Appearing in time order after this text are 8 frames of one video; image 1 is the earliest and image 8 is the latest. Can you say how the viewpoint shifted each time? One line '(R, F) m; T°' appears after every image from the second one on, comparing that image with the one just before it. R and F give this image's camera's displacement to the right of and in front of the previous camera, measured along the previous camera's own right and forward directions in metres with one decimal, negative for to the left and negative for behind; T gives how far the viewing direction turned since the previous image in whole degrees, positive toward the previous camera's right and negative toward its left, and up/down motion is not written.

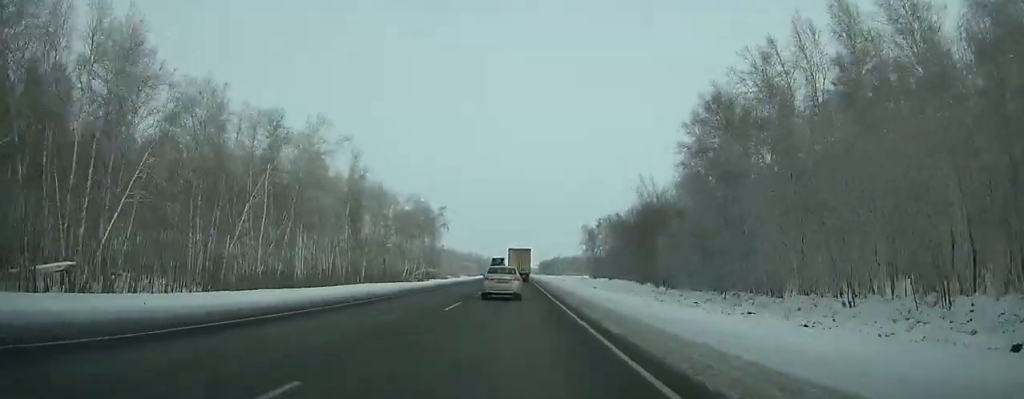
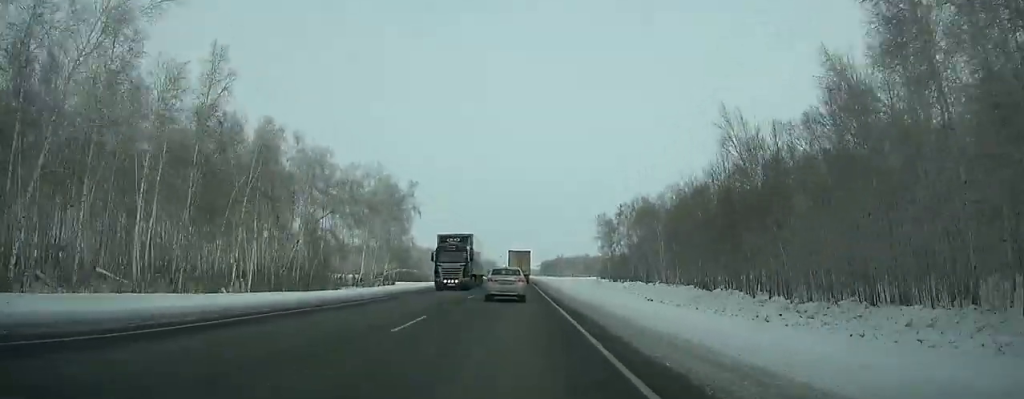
(0.0, +37.4) m; 0°
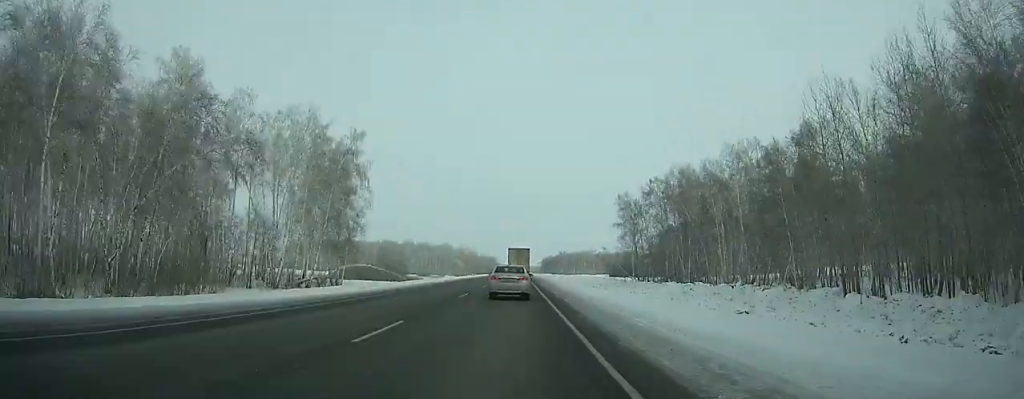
(+0.1, +34.9) m; 0°
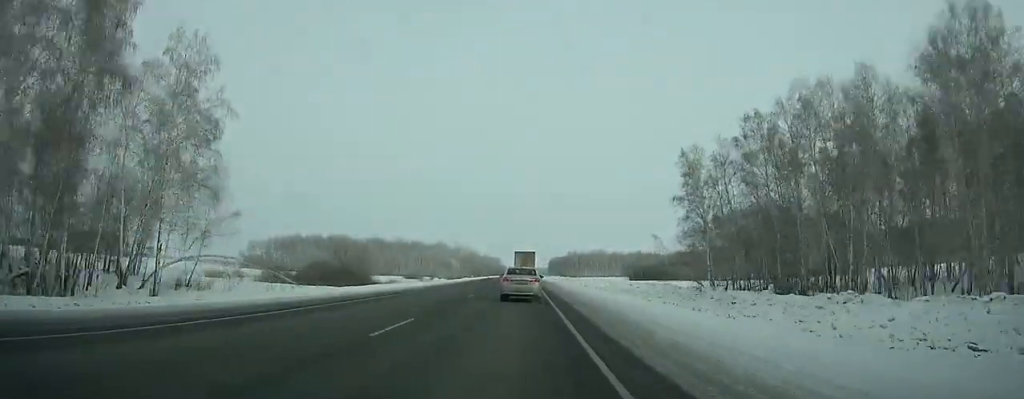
(-0.2, +47.8) m; 0°
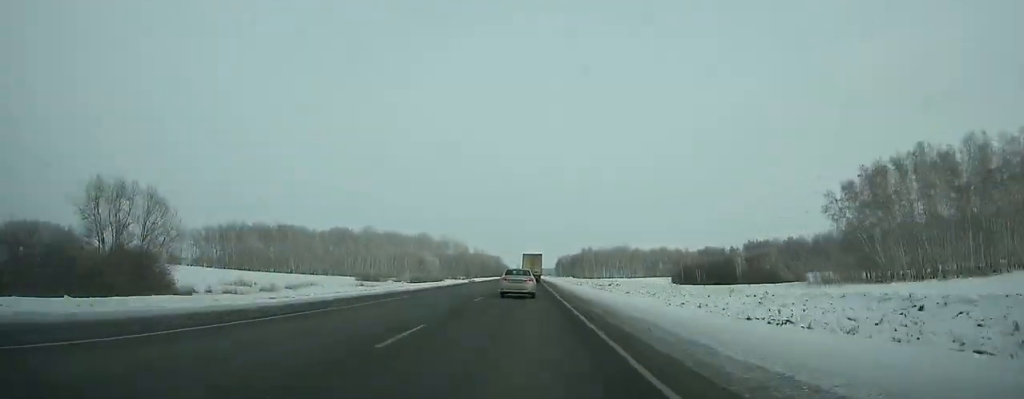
(-0.6, +83.2) m; 0°
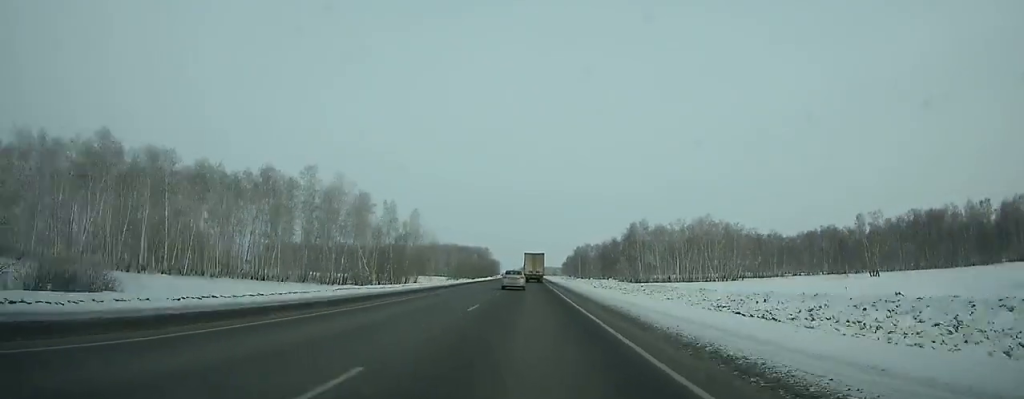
(+1.1, +186.8) m; 0°
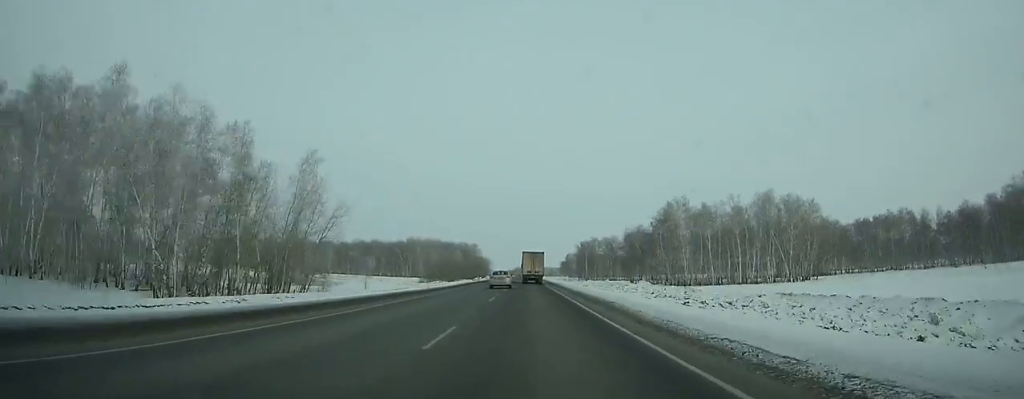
(-0.1, +59.6) m; 0°
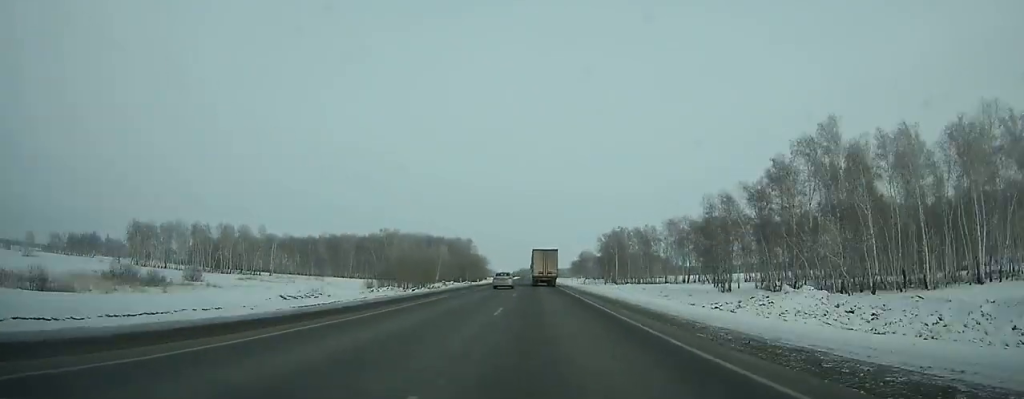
(-0.2, +73.9) m; 0°
